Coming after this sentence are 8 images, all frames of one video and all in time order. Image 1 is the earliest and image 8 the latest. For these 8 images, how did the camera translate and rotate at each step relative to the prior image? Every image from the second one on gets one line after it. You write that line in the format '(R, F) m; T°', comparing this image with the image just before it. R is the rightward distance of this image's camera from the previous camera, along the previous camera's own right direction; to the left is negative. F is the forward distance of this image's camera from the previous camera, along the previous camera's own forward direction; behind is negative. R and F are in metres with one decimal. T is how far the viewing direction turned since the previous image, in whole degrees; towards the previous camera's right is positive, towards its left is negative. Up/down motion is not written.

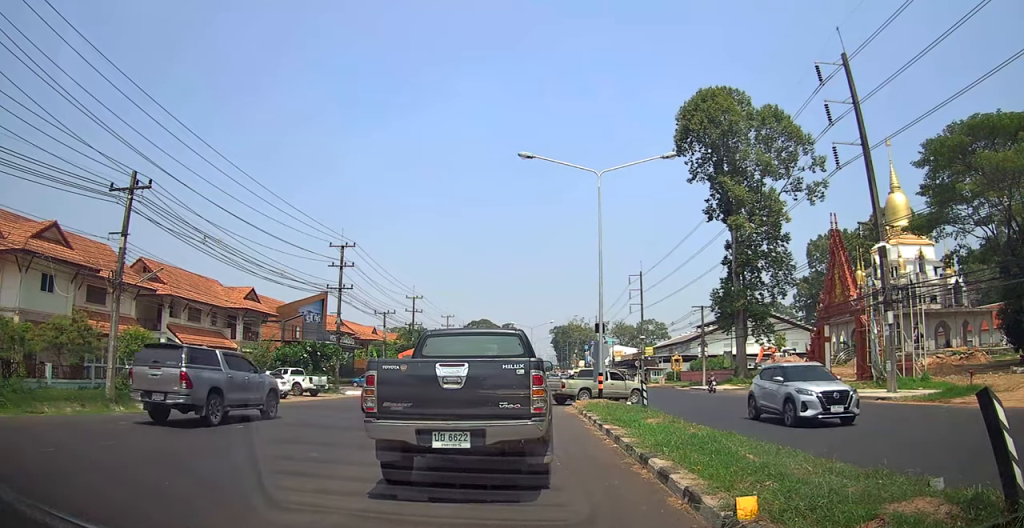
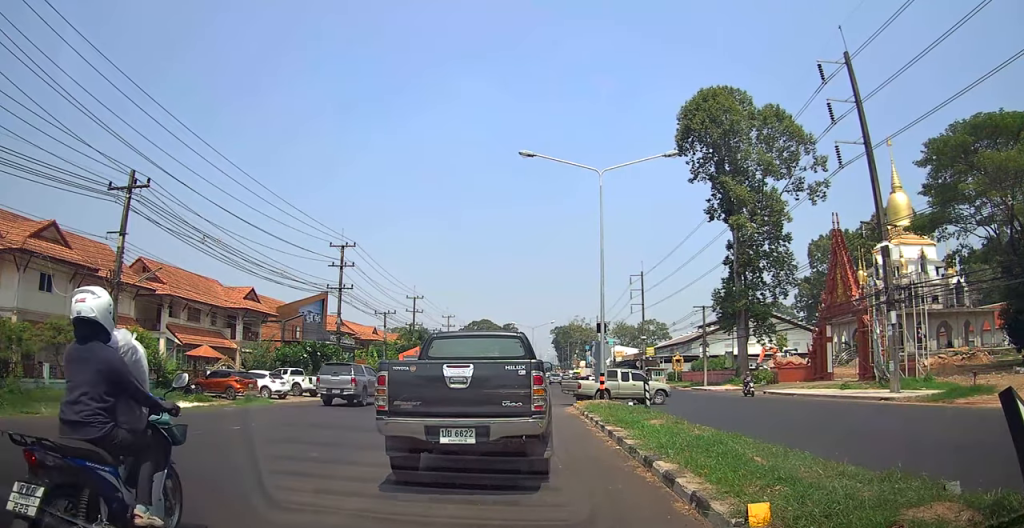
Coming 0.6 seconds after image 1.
(0.0, 0.0) m; 0°
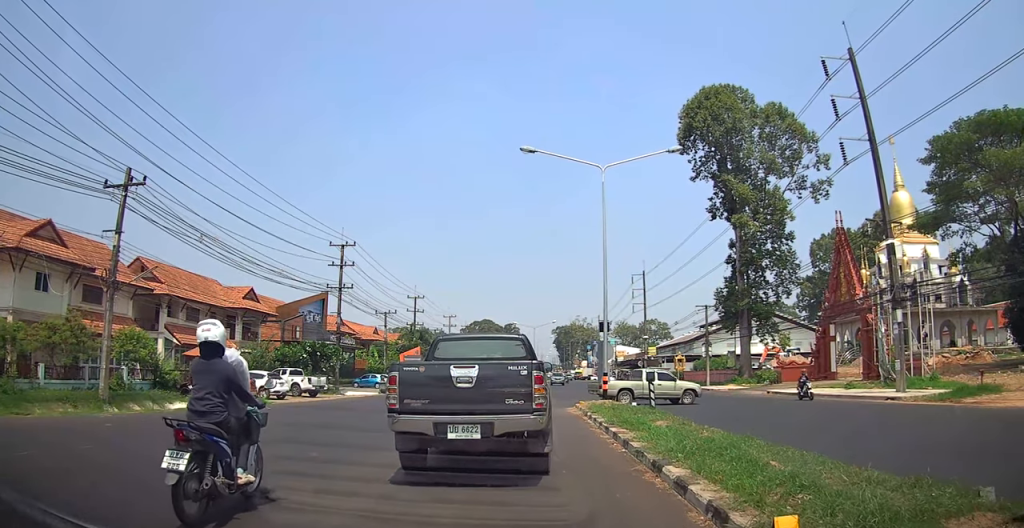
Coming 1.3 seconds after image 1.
(0.0, 0.0) m; 0°
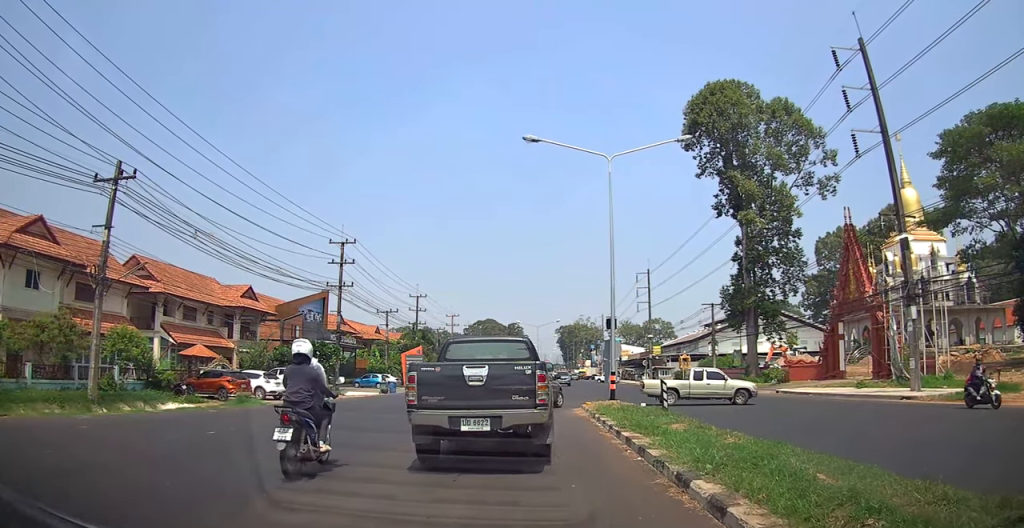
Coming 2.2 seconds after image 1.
(-0.2, +0.1) m; 0°
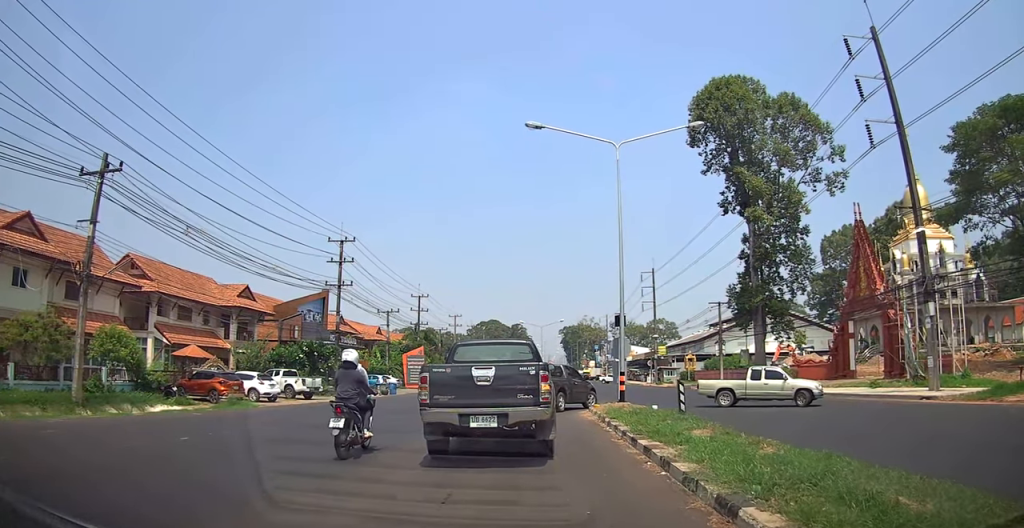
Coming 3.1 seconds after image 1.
(0.0, +0.3) m; 0°
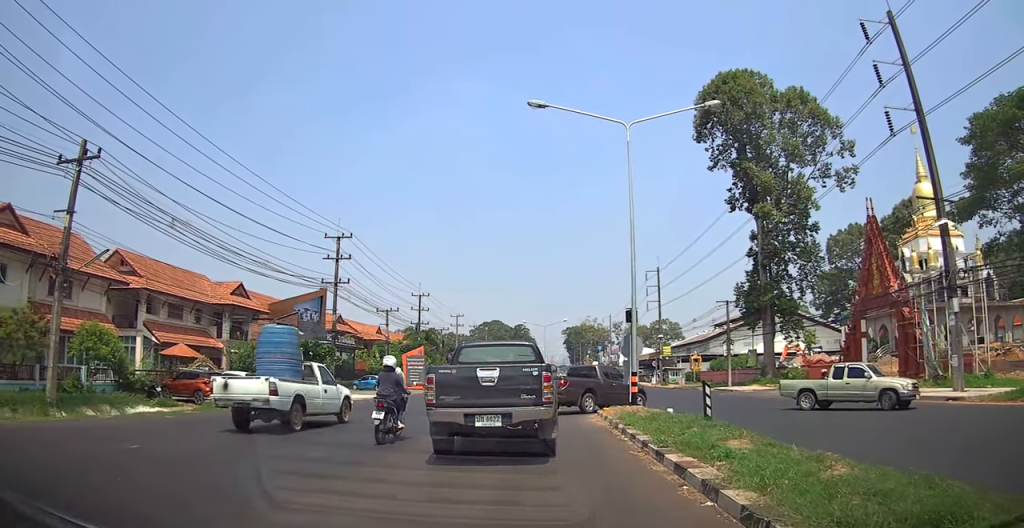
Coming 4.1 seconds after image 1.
(+0.1, +0.9) m; 0°
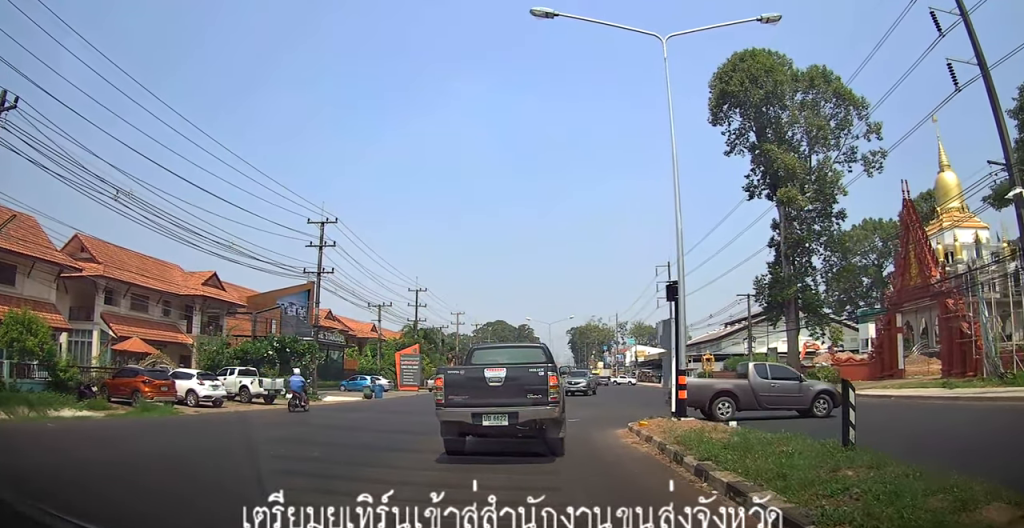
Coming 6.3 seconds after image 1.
(-0.3, +2.4) m; -3°
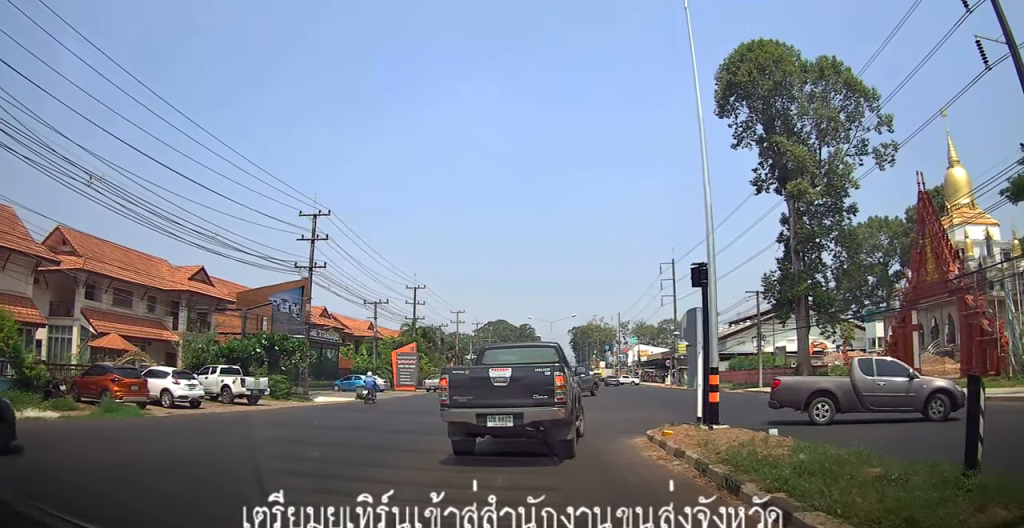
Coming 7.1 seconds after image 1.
(0.0, +1.4) m; +5°
